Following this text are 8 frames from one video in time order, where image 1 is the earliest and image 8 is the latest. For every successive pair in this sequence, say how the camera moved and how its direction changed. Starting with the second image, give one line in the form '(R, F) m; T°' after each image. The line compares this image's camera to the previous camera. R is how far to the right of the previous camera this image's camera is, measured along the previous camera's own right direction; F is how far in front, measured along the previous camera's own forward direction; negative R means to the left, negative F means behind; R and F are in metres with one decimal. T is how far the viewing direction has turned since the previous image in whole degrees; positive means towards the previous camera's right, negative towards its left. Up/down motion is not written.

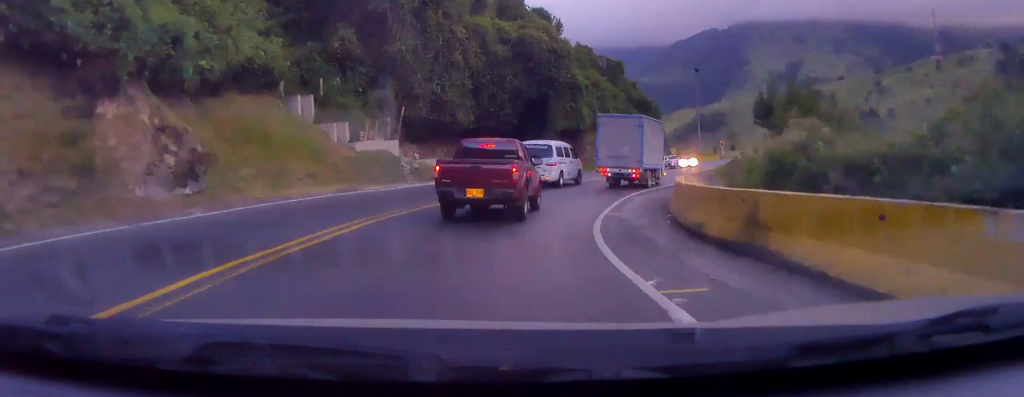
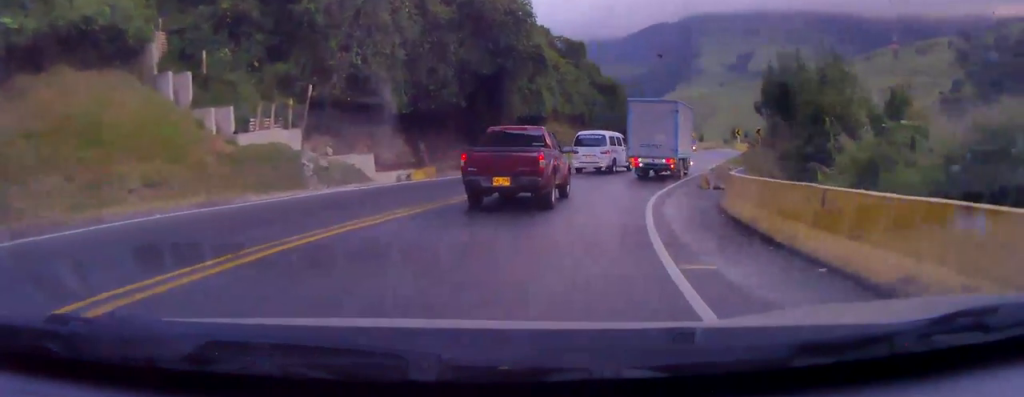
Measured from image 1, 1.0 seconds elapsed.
(+0.6, +9.1) m; +8°
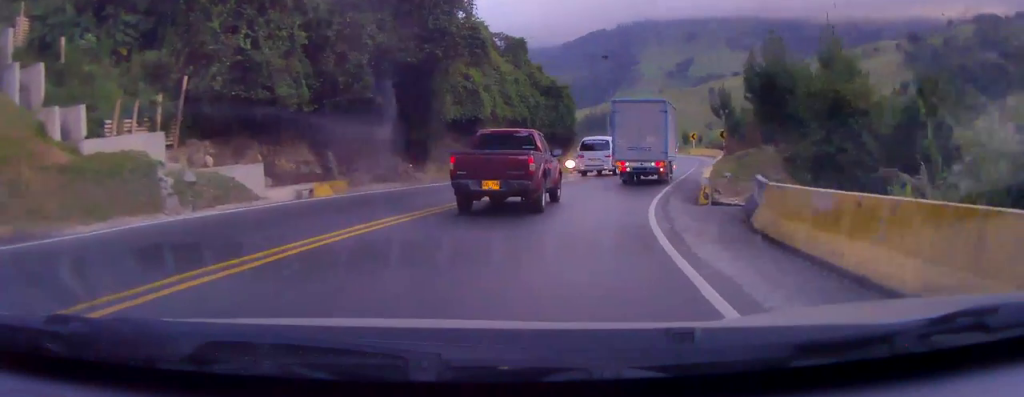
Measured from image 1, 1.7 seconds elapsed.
(+0.4, +5.9) m; +3°
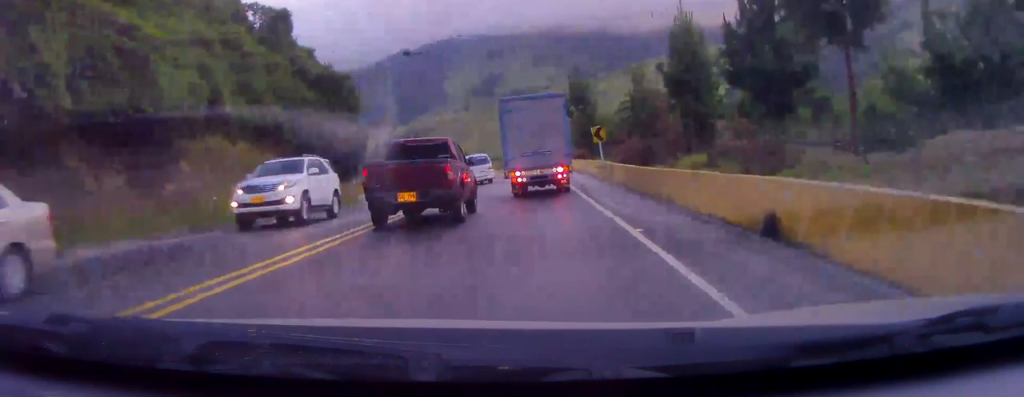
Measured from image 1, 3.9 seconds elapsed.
(+2.4, +19.7) m; +13°
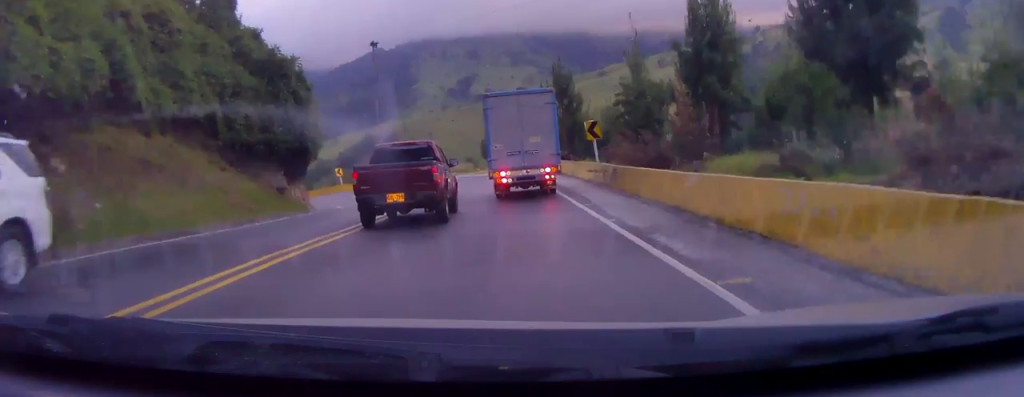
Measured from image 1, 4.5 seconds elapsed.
(-0.1, +5.7) m; -1°
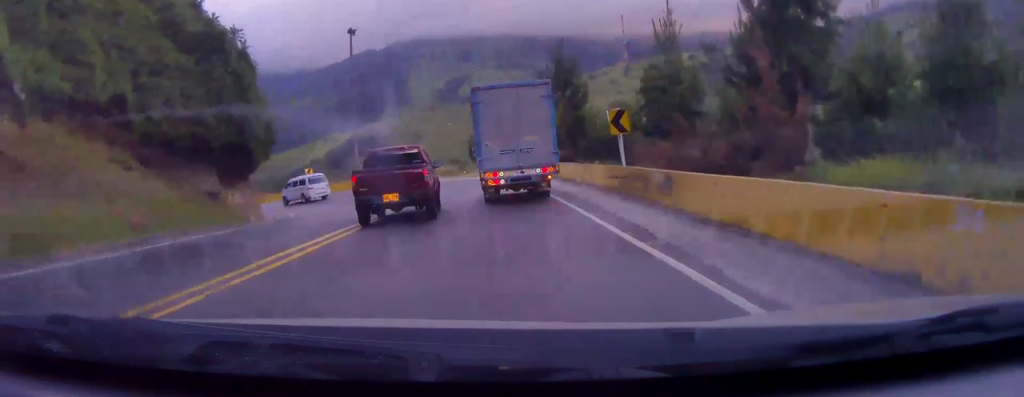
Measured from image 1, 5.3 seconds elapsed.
(-0.1, +7.2) m; -2°
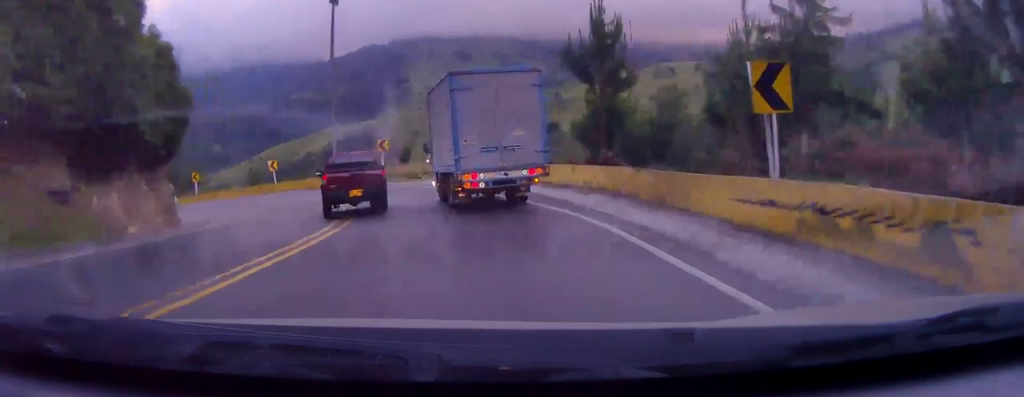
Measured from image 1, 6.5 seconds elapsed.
(-0.4, +10.3) m; -8°
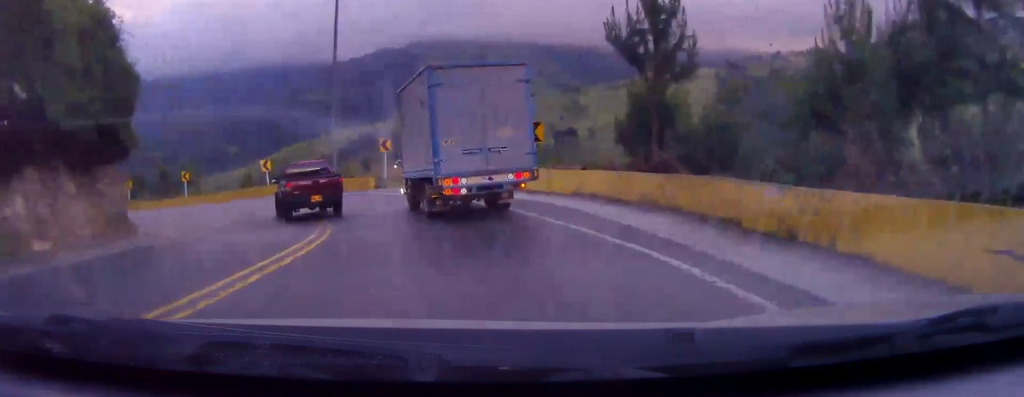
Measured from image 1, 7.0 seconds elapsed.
(-0.1, +5.2) m; -5°
